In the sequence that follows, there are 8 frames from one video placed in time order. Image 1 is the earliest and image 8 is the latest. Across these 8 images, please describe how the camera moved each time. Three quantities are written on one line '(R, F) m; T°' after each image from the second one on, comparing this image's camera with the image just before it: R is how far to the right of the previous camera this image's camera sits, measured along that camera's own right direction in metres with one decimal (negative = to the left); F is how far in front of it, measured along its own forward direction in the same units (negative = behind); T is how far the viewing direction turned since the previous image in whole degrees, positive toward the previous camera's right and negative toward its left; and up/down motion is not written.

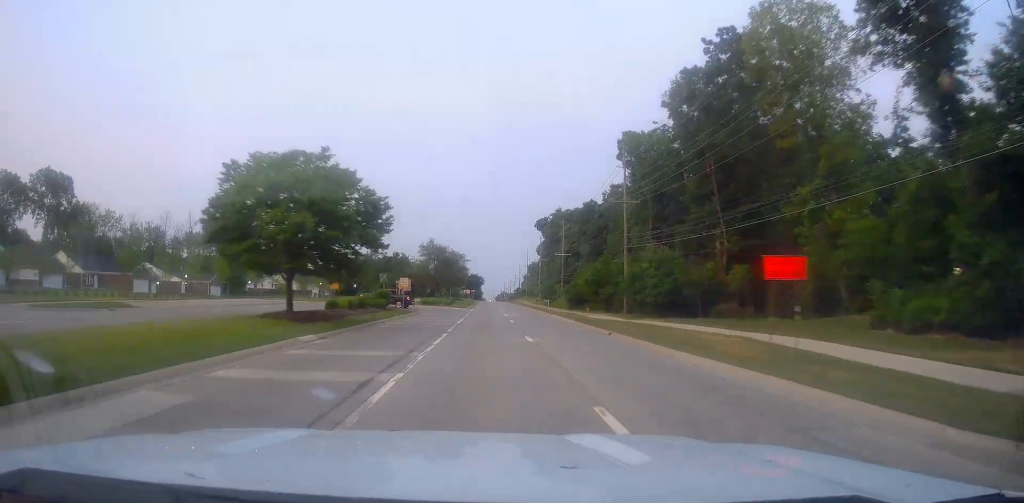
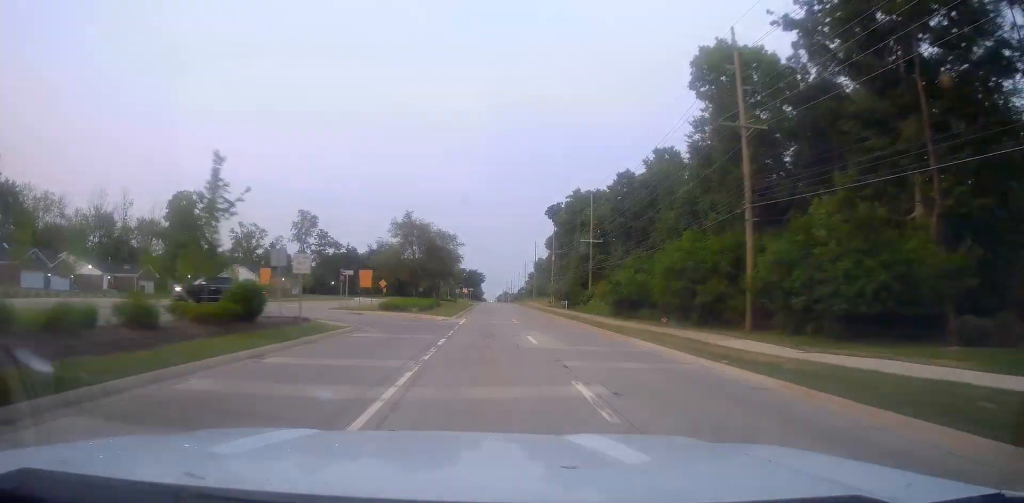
(+0.4, +28.6) m; 0°
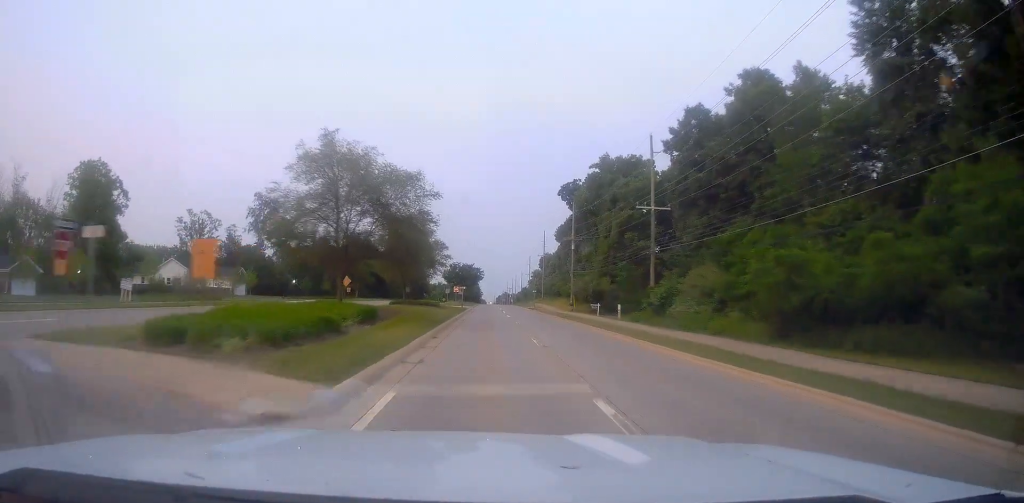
(+0.2, +31.3) m; +1°
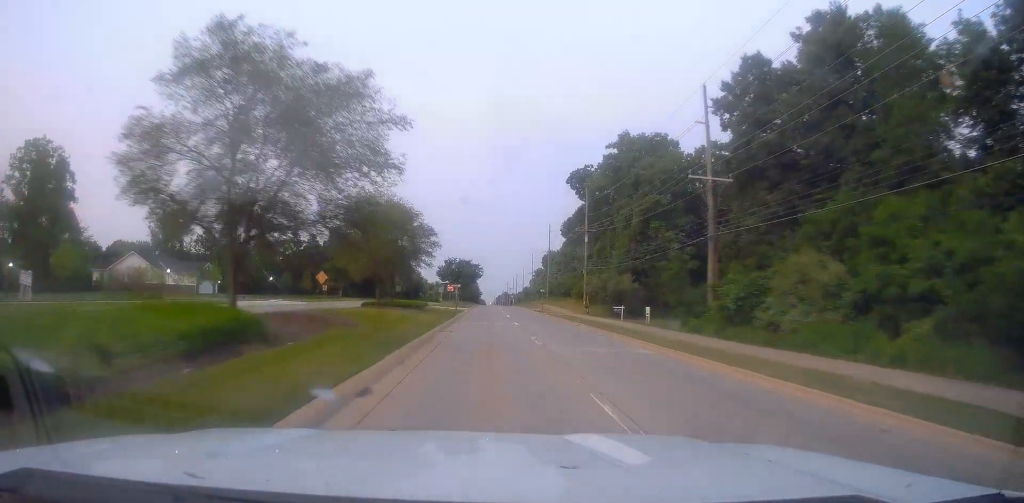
(-0.2, +13.5) m; -1°
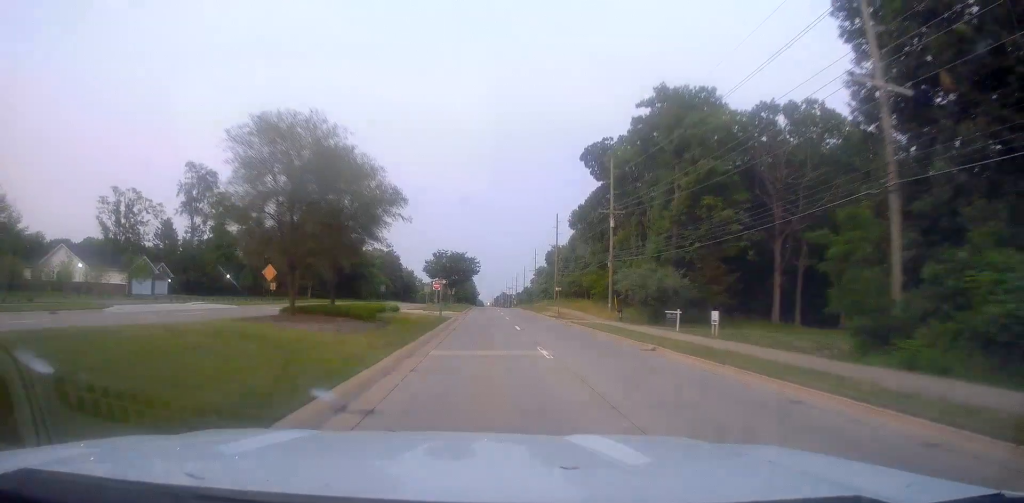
(-0.4, +18.8) m; 0°
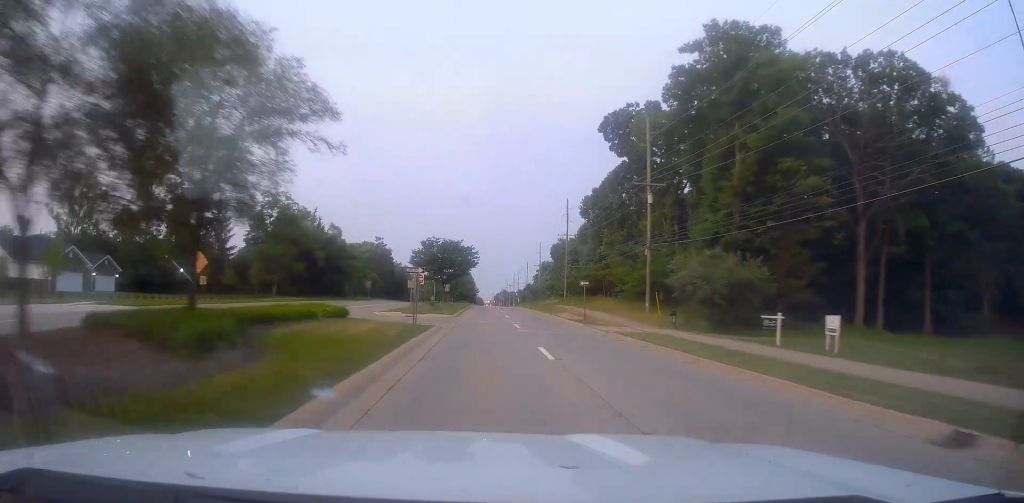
(+0.1, +15.5) m; 0°
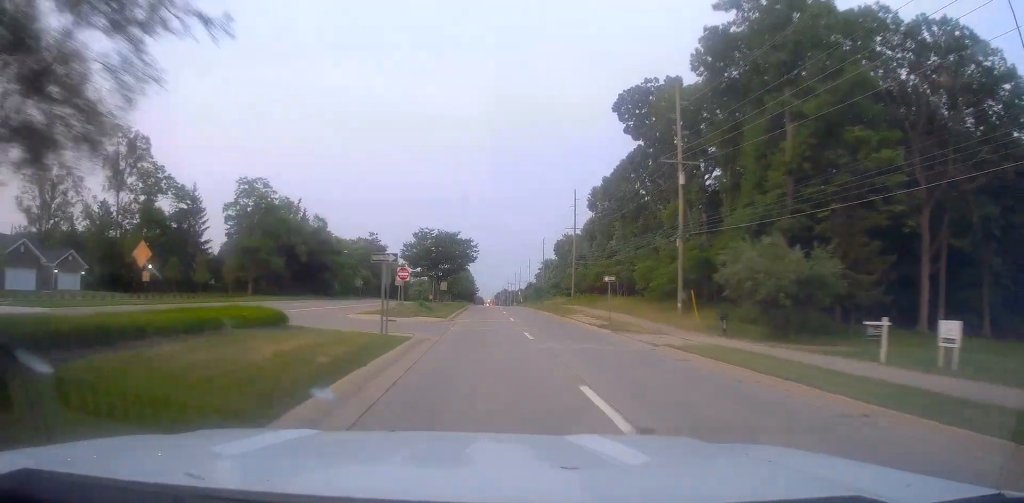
(+0.3, +8.4) m; 0°
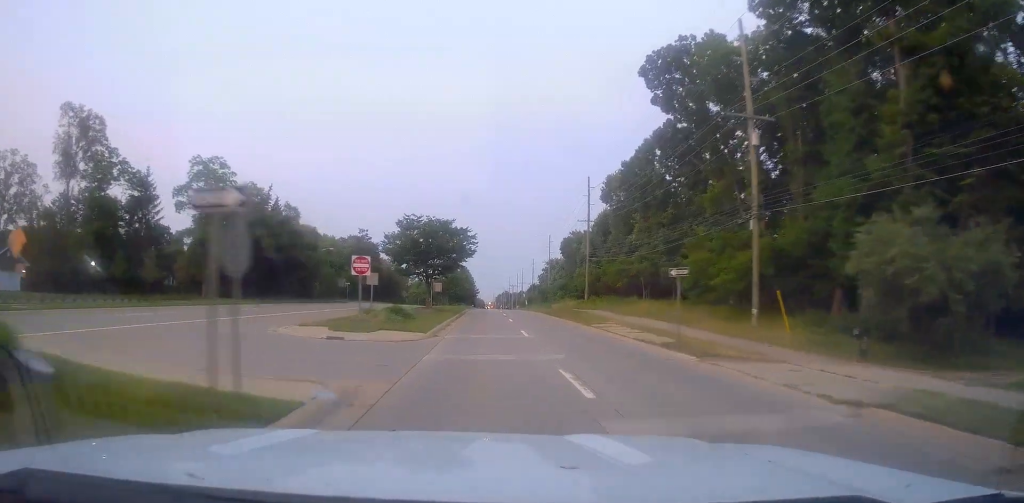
(-0.2, +12.4) m; 0°
